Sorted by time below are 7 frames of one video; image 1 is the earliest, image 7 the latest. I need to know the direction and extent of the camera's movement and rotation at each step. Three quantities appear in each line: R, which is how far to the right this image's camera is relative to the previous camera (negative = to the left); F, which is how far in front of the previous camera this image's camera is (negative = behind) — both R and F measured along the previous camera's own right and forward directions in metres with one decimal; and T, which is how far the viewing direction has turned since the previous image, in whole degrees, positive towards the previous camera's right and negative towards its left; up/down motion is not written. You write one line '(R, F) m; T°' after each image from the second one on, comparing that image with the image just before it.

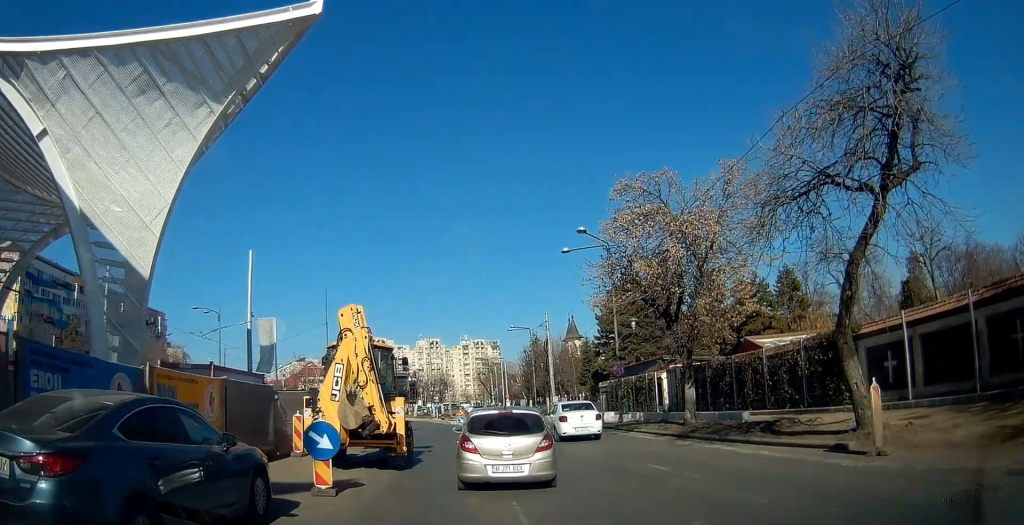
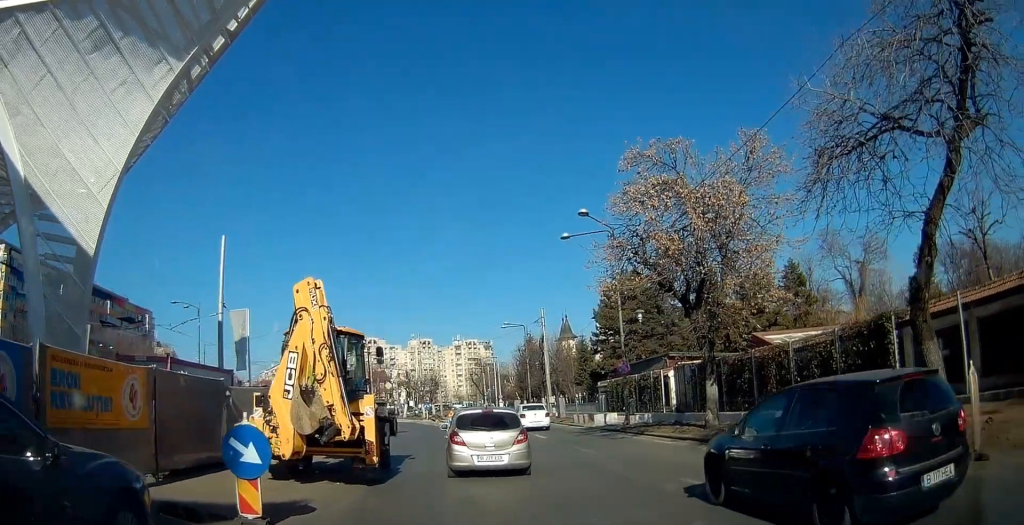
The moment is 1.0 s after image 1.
(-0.6, +3.3) m; -8°
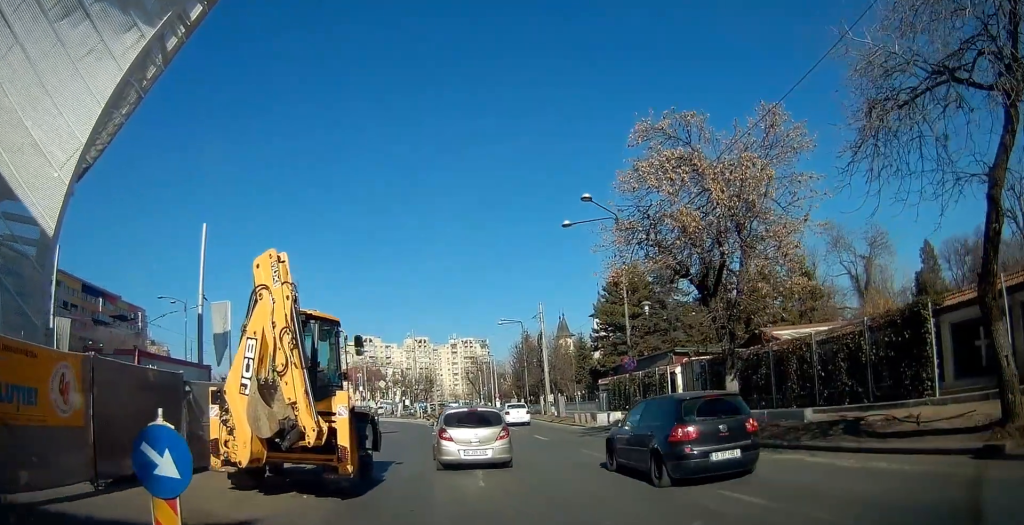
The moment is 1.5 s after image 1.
(0.0, +2.1) m; +5°
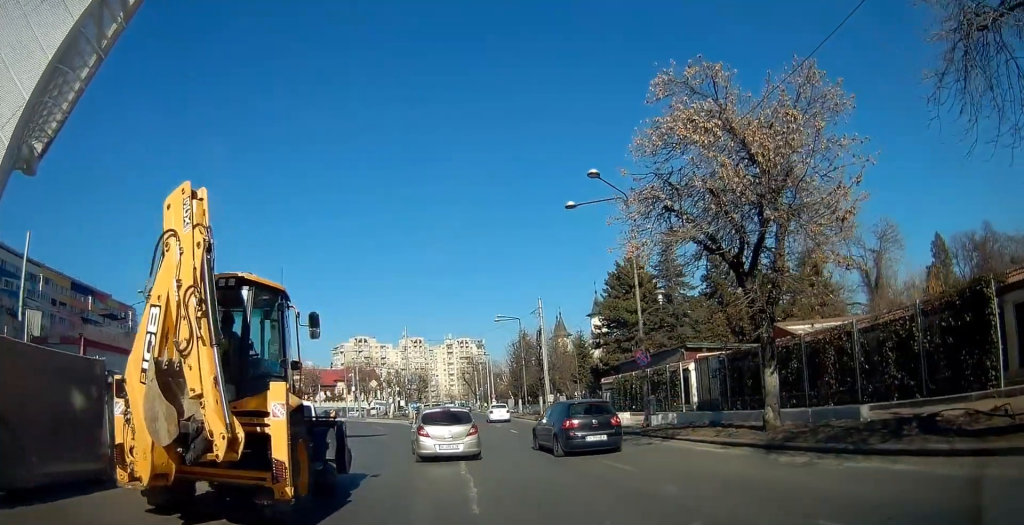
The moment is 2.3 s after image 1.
(+0.2, +3.0) m; +7°
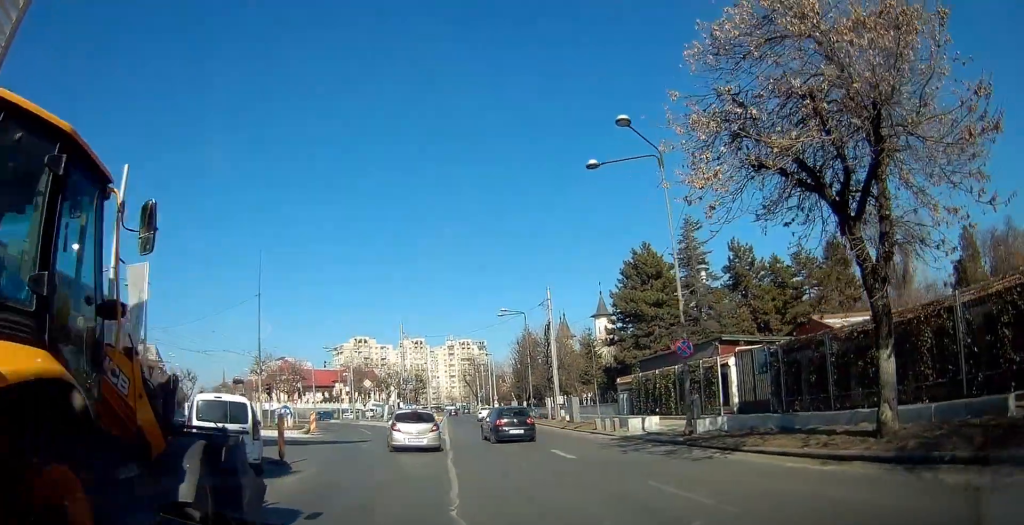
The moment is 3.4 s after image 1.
(+0.4, +5.2) m; 0°
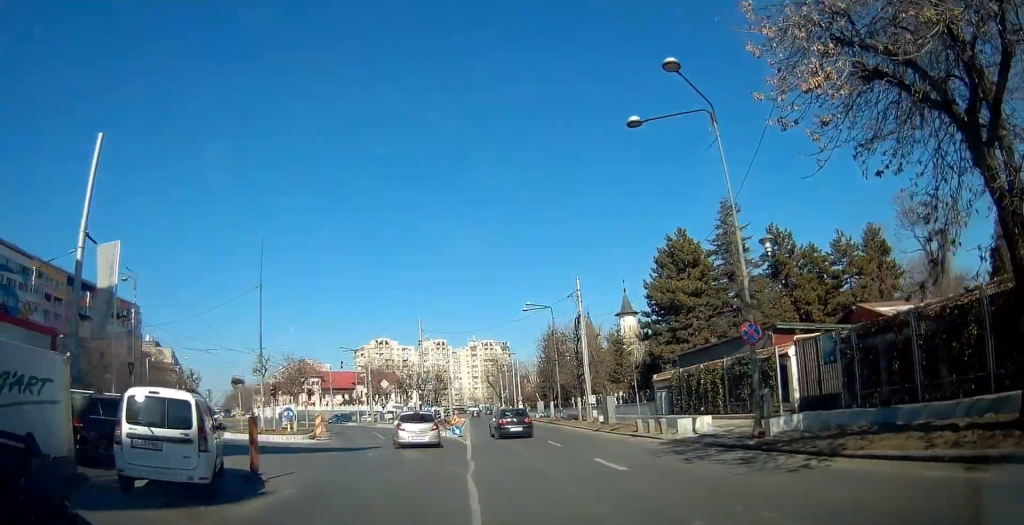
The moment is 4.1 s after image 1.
(-0.1, +3.7) m; -5°
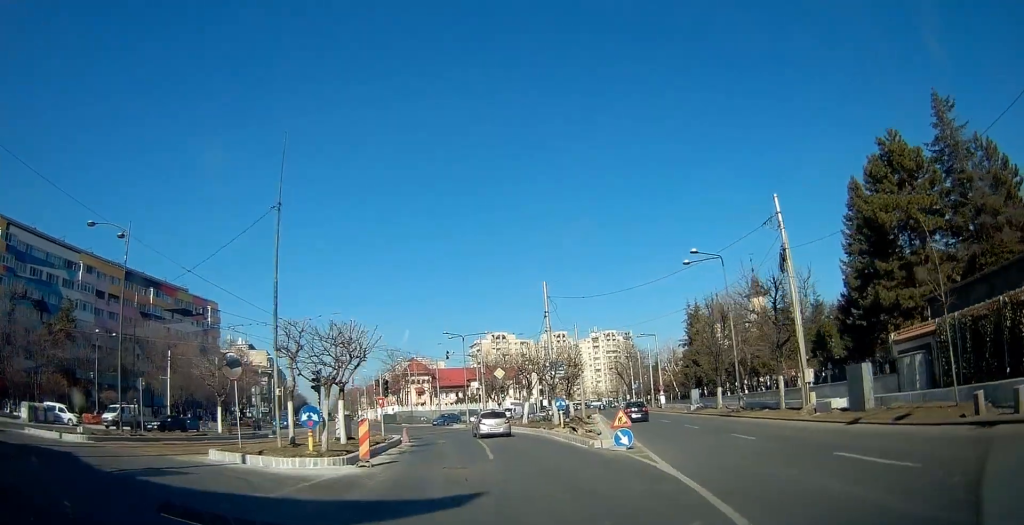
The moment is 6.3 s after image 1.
(-1.4, +14.0) m; -11°
